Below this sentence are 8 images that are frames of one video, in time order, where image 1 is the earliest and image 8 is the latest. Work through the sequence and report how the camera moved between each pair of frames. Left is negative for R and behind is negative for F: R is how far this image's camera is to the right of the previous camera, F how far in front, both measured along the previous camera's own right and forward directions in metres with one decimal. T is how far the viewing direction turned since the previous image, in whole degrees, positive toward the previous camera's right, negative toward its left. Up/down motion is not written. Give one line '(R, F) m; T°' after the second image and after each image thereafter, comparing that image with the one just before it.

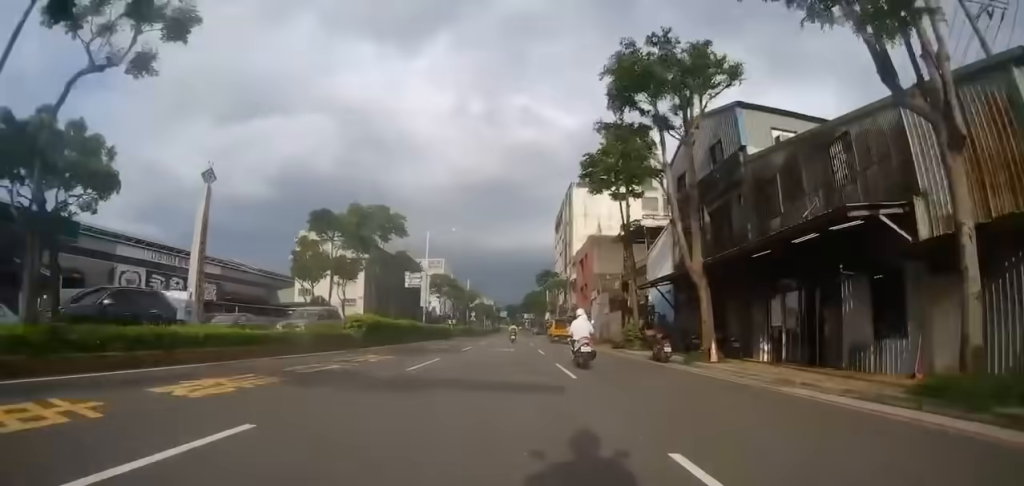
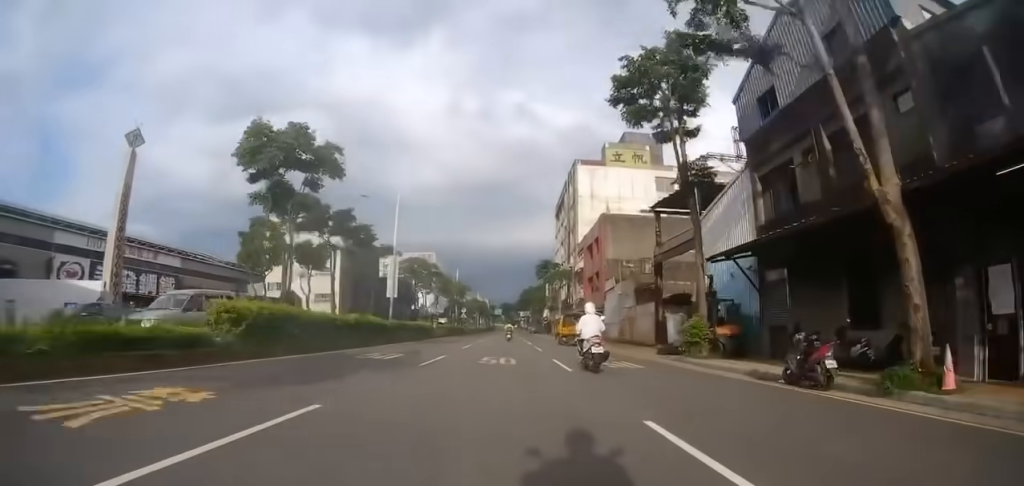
(-0.1, +8.5) m; 0°
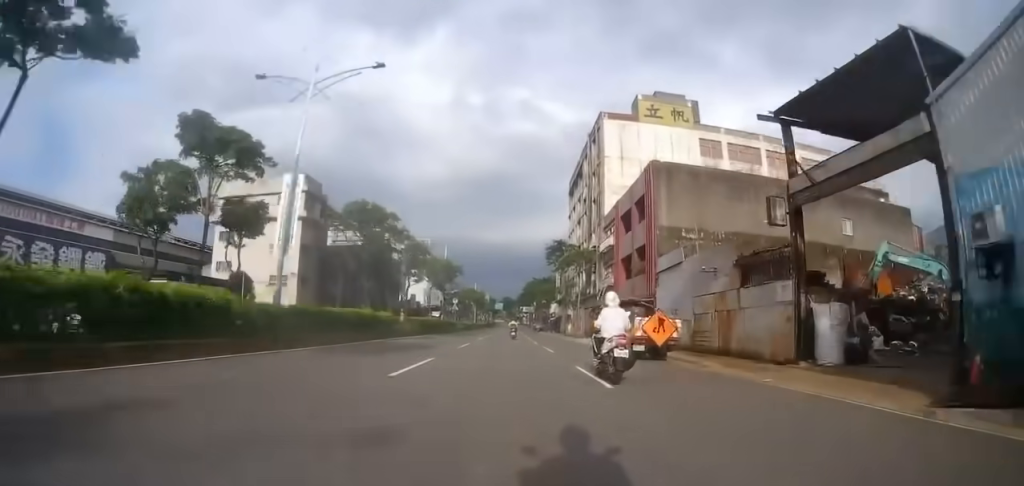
(0.0, +13.7) m; 0°
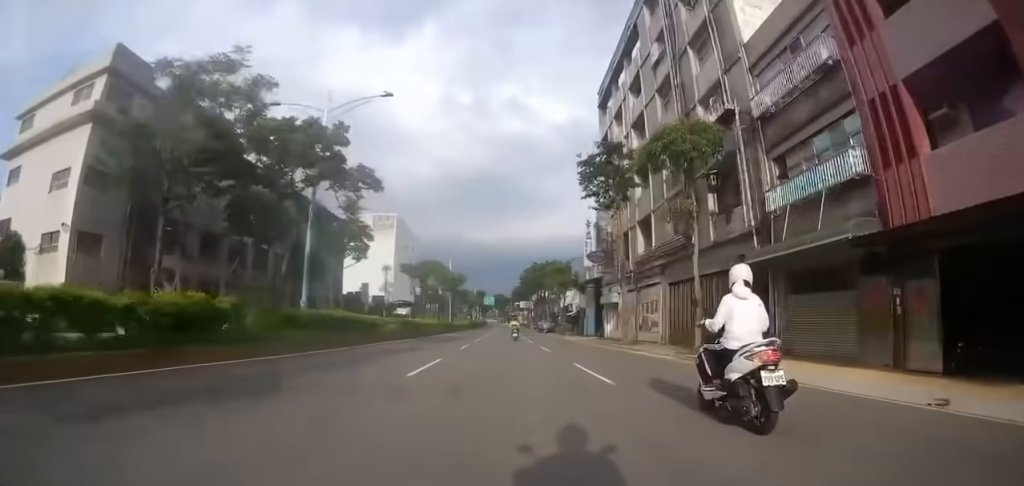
(+0.4, +30.1) m; +1°
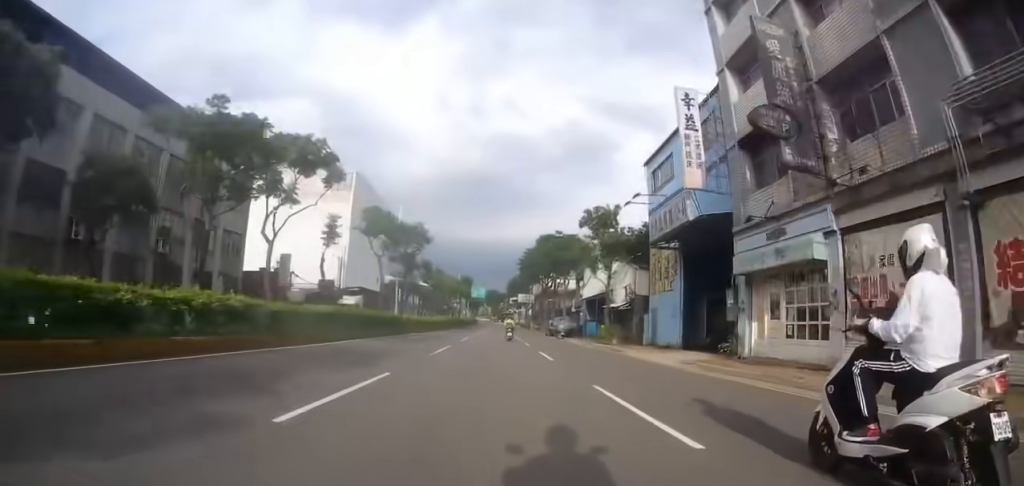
(0.0, +23.6) m; +1°
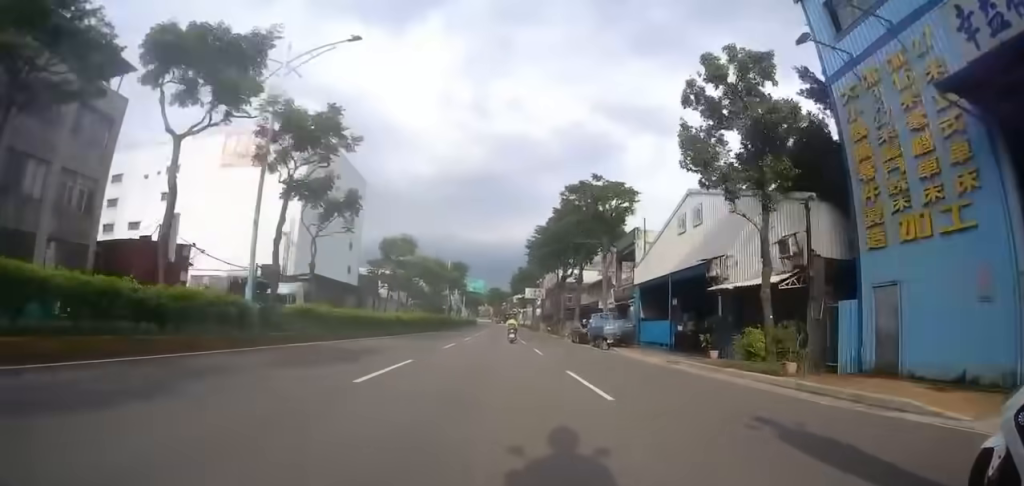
(+0.4, +18.2) m; 0°
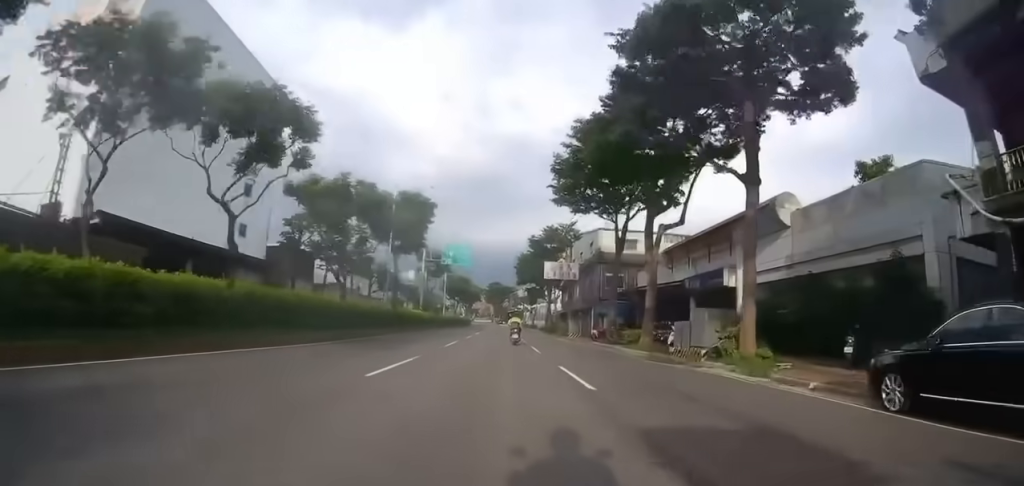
(-0.4, +30.3) m; -1°
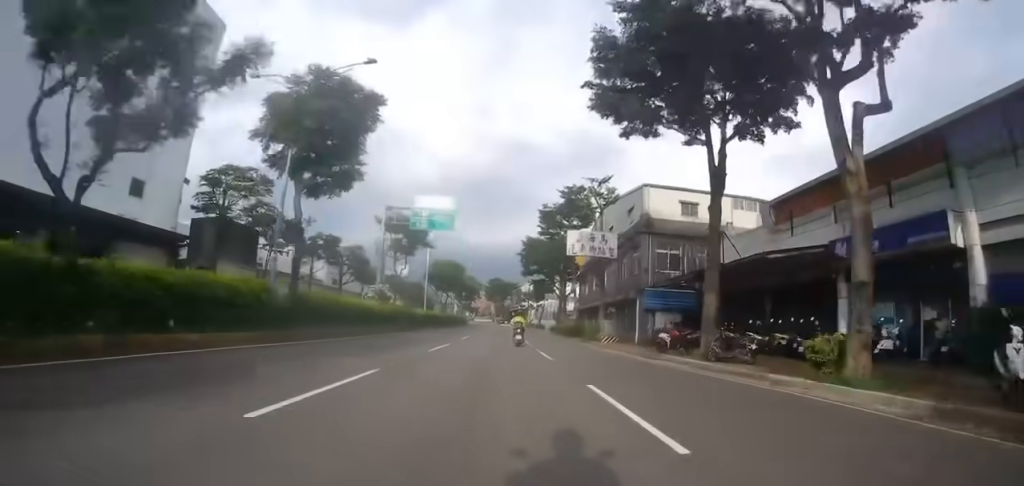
(+0.1, +13.0) m; 0°
